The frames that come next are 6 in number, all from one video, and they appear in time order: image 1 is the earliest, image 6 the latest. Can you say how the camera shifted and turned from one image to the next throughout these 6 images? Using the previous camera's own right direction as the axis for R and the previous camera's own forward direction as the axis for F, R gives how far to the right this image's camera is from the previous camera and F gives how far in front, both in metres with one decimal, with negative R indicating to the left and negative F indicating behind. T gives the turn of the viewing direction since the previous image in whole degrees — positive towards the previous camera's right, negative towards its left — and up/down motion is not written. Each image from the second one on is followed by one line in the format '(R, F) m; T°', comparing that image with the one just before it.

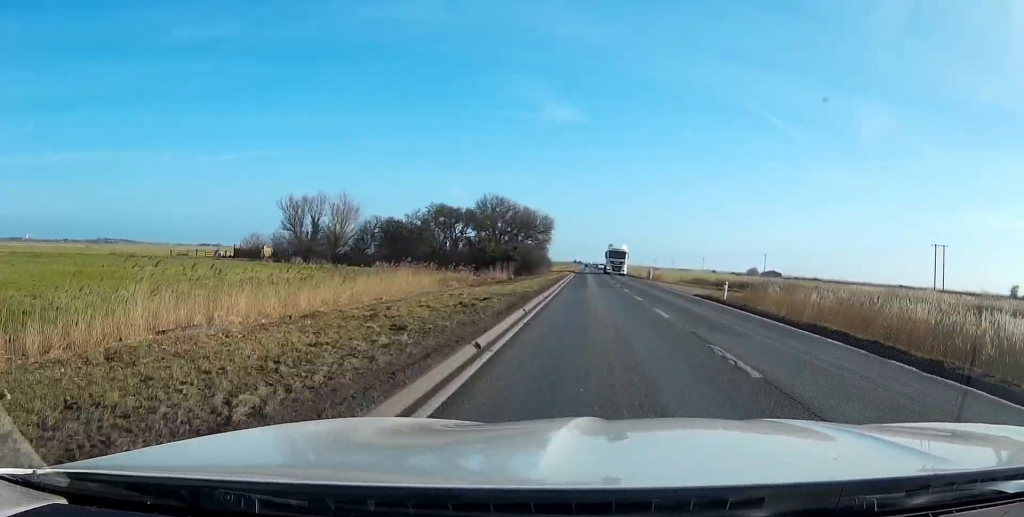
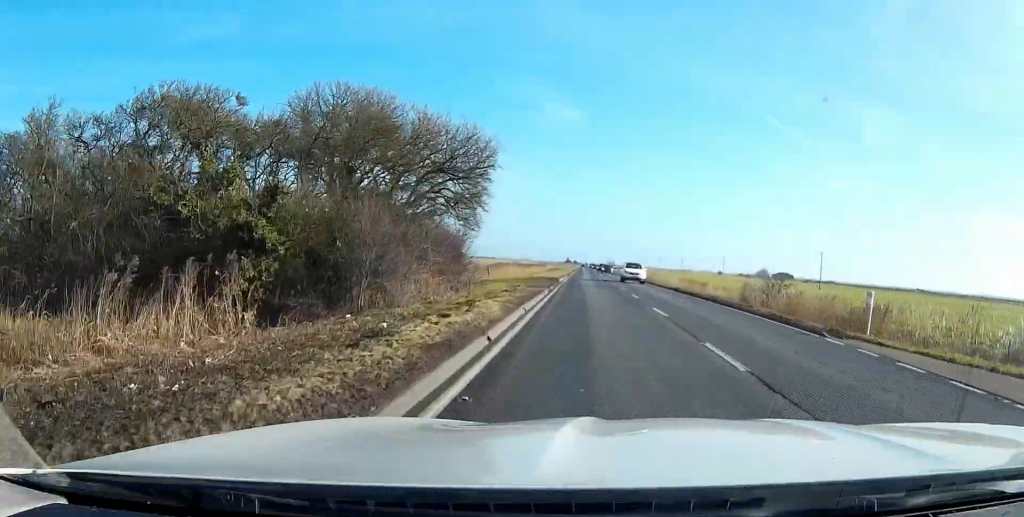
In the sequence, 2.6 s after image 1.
(0.0, +61.8) m; 0°
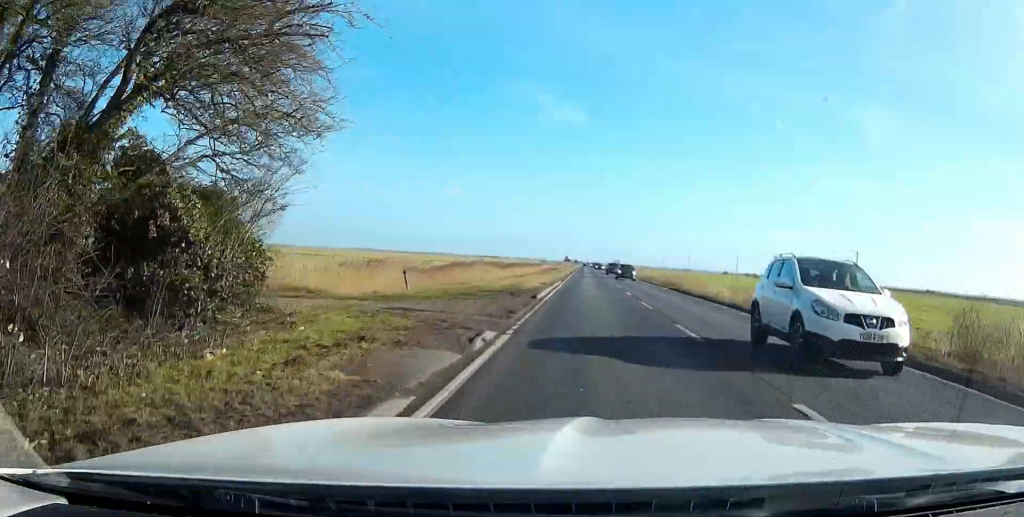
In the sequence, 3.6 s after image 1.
(0.0, +23.9) m; 0°
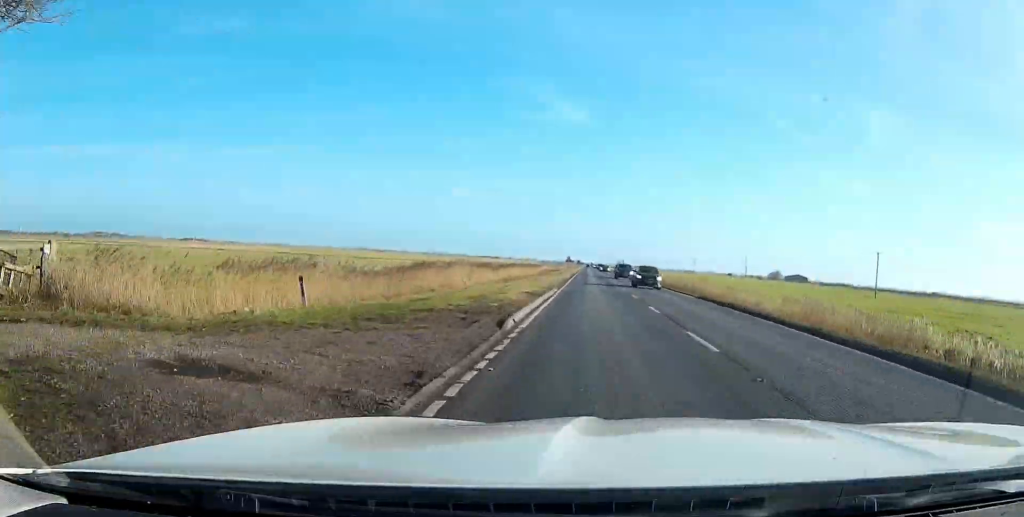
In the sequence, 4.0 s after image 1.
(0.0, +10.3) m; 0°
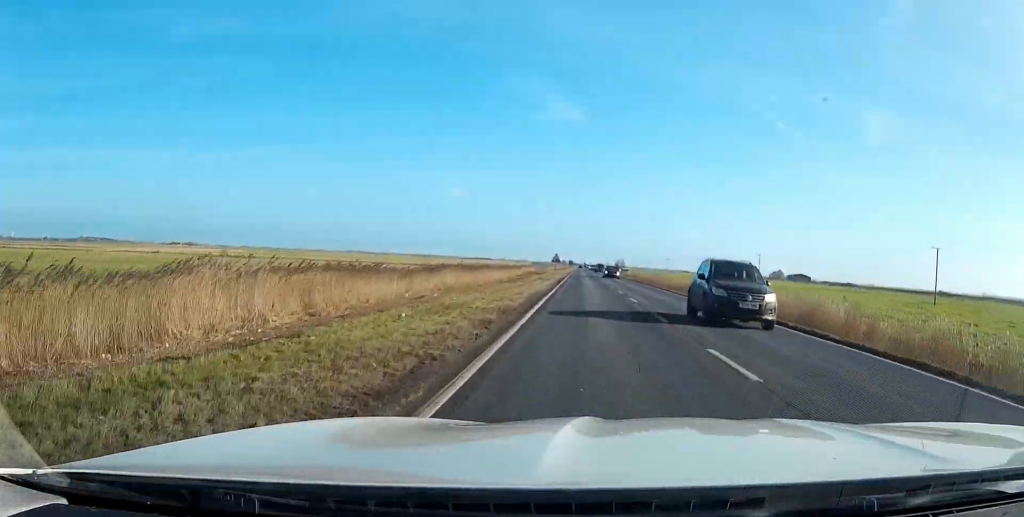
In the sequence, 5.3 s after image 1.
(0.0, +30.3) m; 0°
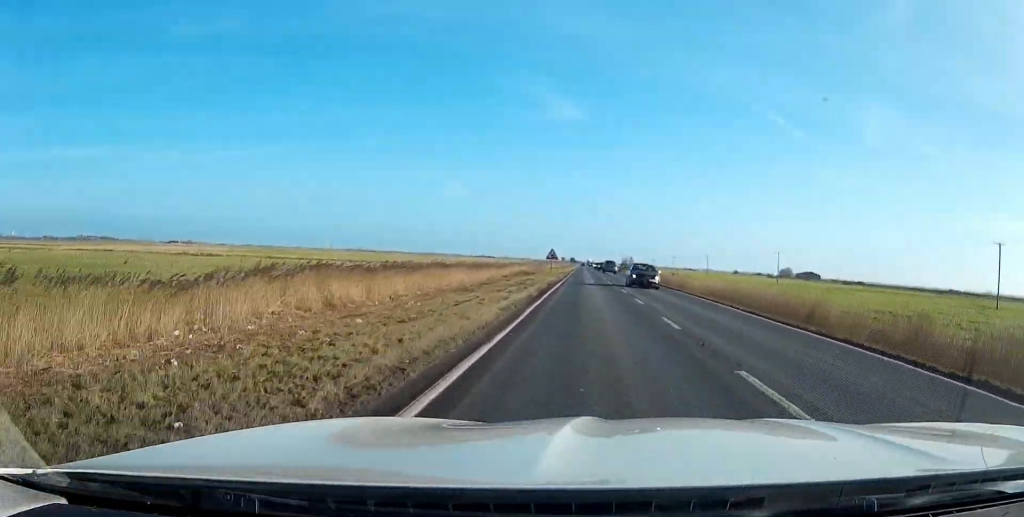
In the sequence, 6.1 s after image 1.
(0.0, +20.8) m; 0°
